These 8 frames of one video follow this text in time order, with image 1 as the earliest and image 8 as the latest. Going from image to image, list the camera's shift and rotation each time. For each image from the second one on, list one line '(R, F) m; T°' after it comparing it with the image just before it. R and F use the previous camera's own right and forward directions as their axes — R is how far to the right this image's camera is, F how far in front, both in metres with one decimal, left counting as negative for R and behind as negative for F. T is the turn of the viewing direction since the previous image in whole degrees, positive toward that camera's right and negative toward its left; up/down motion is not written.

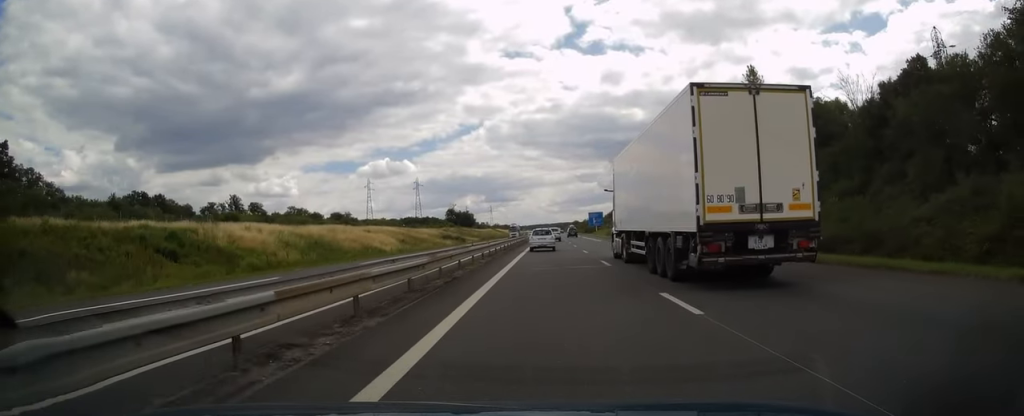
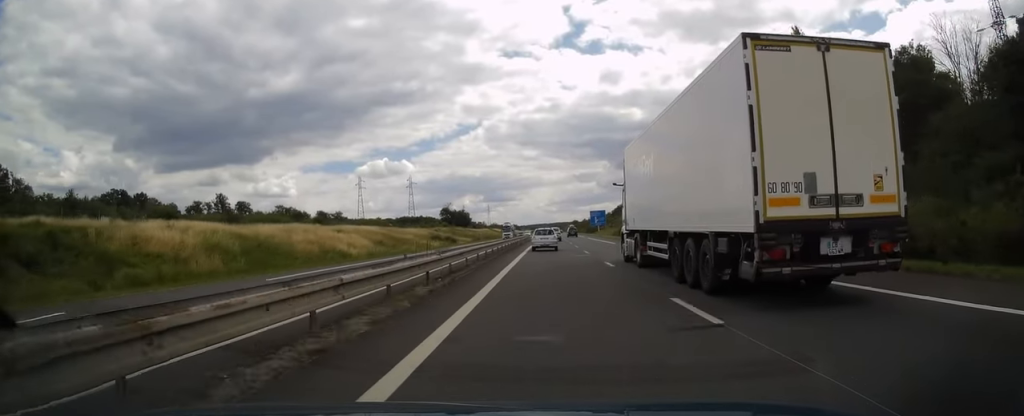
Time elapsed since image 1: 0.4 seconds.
(0.0, +13.8) m; 0°
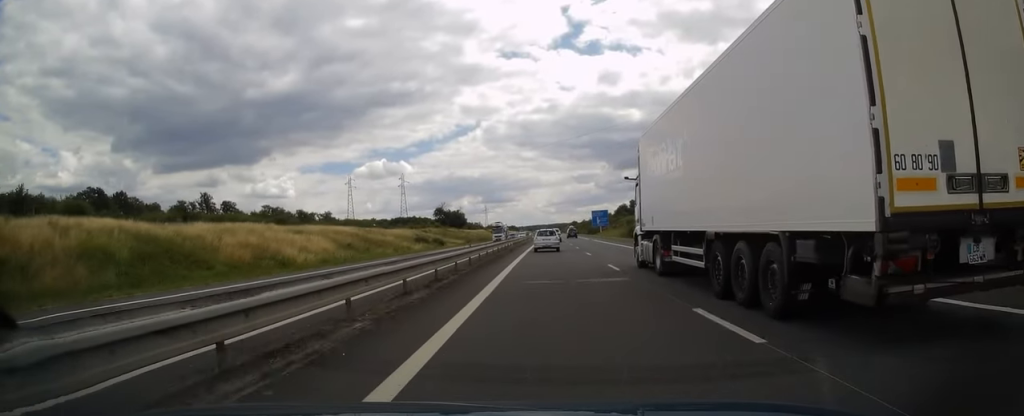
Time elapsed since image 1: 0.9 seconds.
(0.0, +14.3) m; 0°
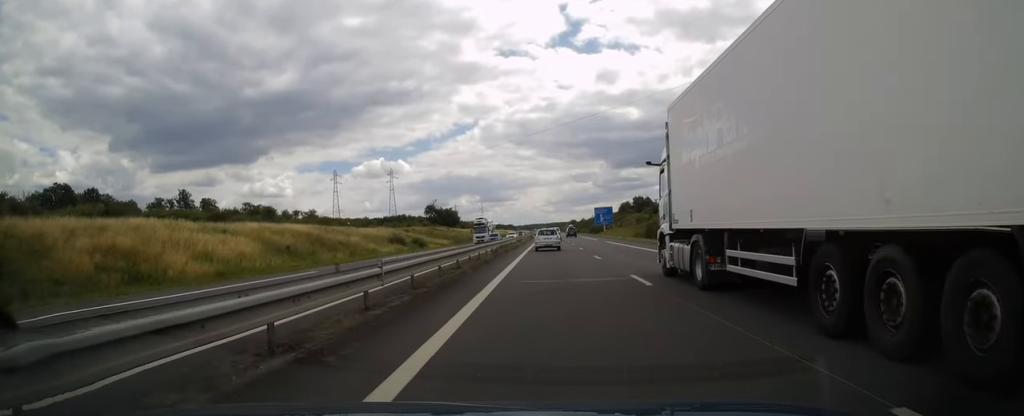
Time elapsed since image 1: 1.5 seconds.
(0.0, +18.6) m; 0°
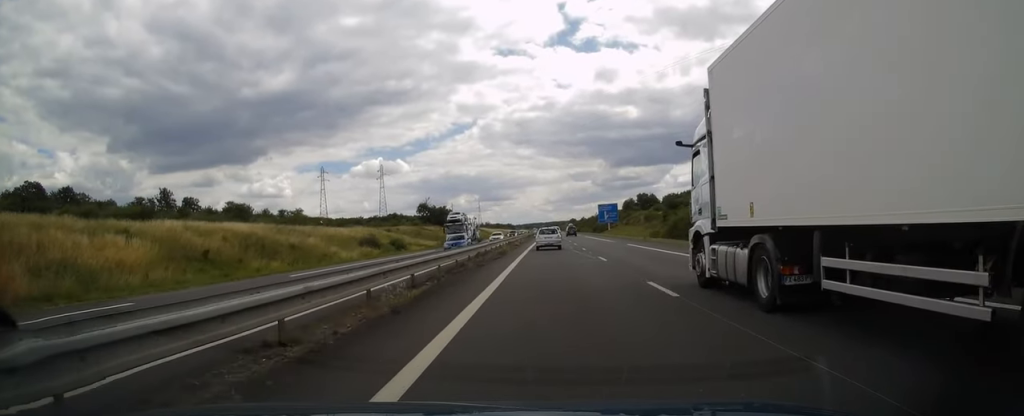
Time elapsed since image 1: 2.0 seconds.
(0.0, +15.5) m; 0°
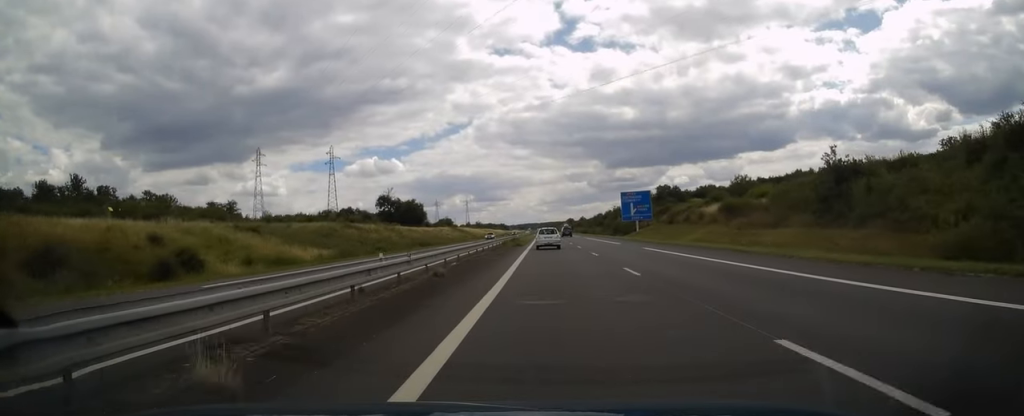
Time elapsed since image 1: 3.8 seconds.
(+0.2, +59.5) m; 0°
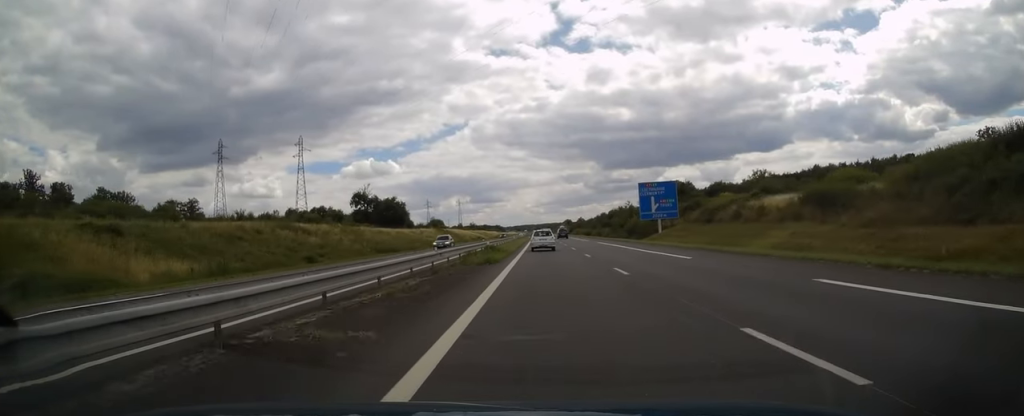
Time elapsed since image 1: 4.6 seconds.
(0.0, +24.8) m; 0°
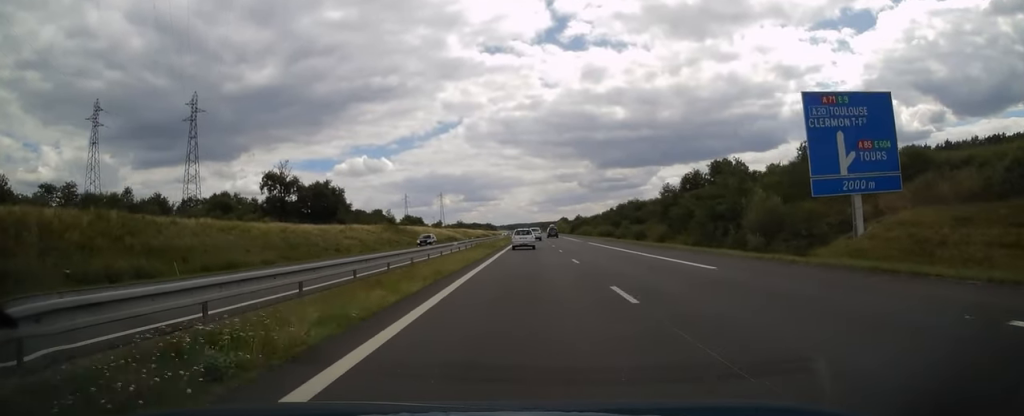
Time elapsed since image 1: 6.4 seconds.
(+0.4, +58.4) m; +1°
